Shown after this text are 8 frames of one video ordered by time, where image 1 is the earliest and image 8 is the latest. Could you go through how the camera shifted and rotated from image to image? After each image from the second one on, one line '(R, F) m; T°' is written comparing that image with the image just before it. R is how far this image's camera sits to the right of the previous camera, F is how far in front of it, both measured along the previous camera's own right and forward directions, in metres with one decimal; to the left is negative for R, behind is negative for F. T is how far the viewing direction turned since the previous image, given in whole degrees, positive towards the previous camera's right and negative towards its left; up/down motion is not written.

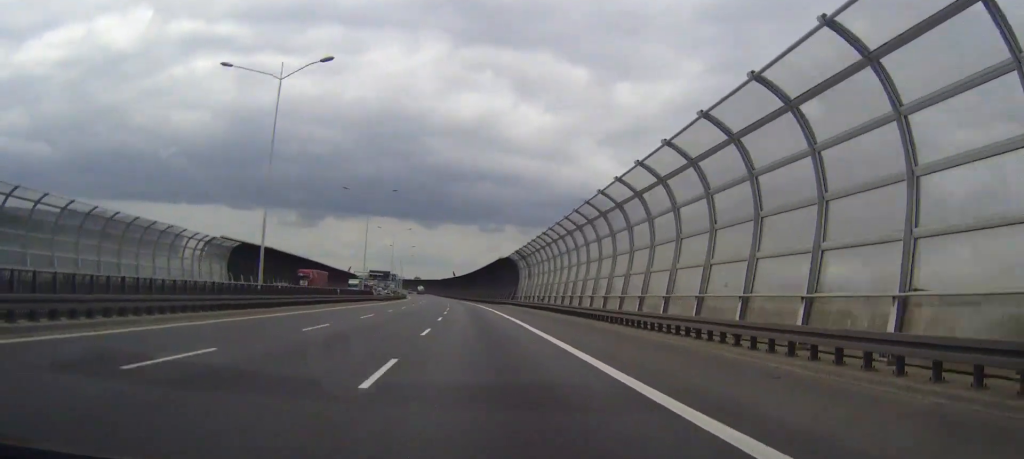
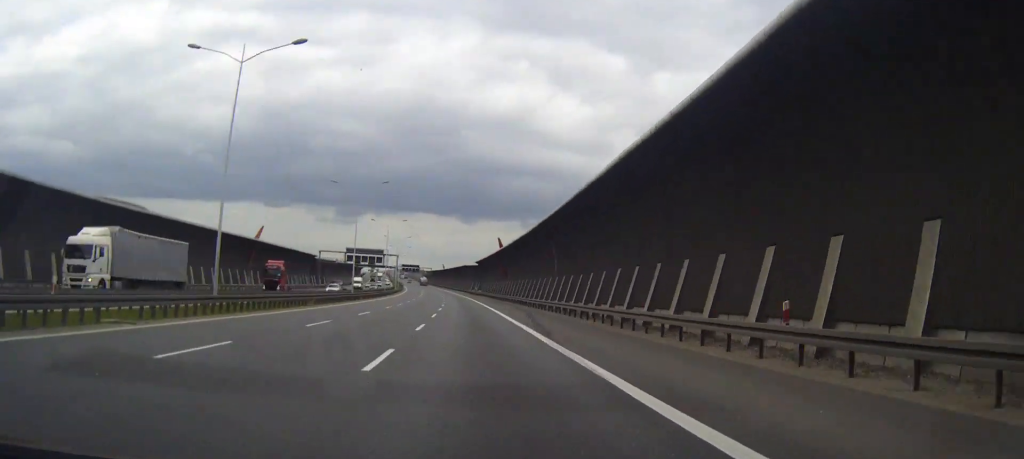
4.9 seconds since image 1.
(-4.3, +141.5) m; -3°
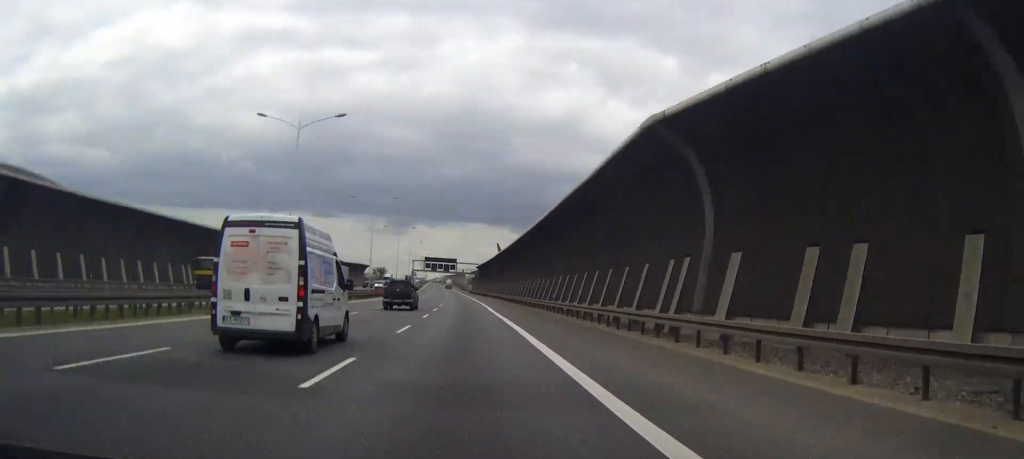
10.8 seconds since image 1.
(-6.2, +169.7) m; -4°
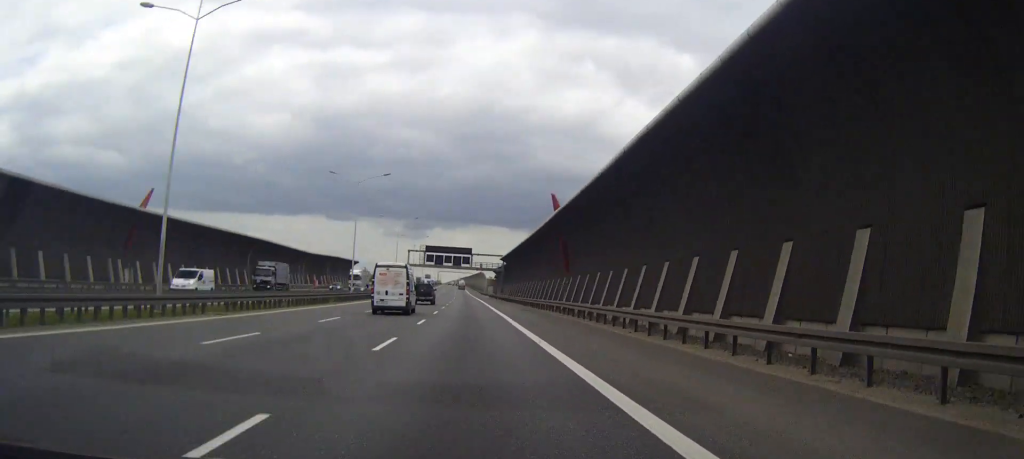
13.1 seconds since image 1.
(-0.7, +66.0) m; -1°
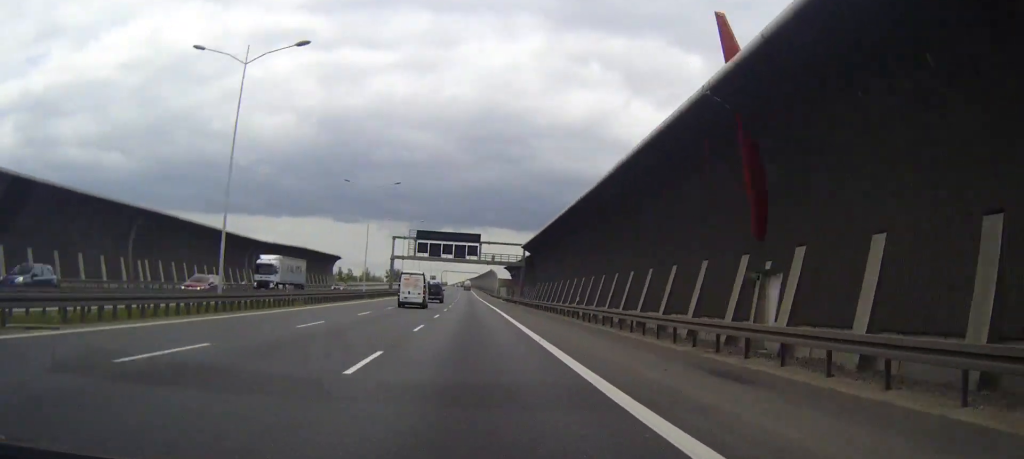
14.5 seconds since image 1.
(-0.3, +40.1) m; 0°
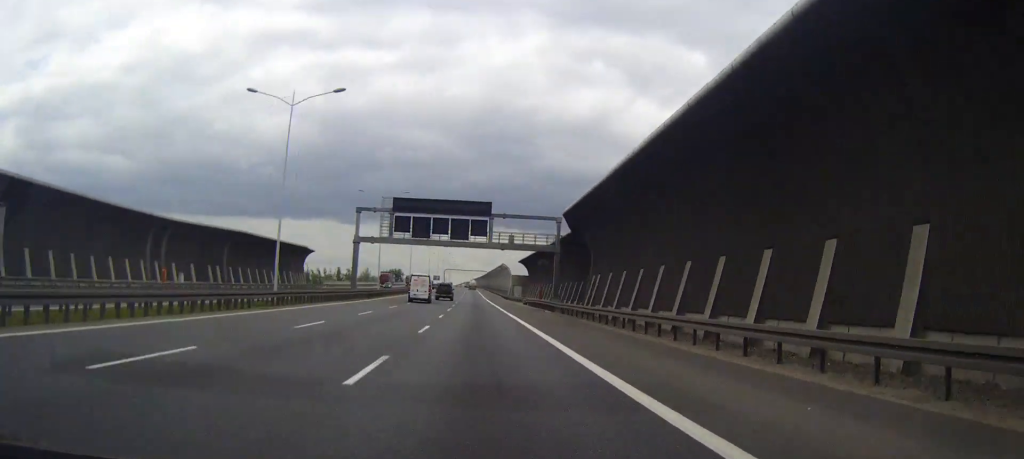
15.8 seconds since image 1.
(-0.1, +37.3) m; 0°
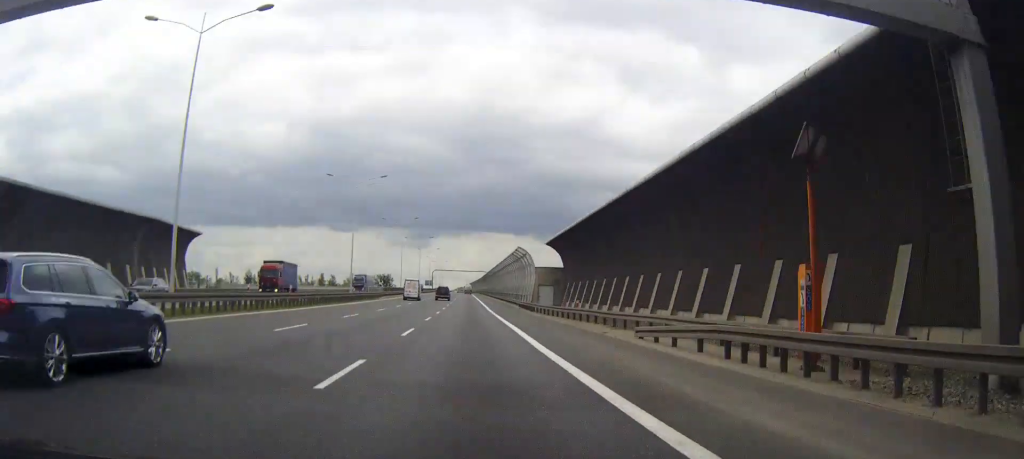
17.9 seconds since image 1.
(+0.1, +60.3) m; 0°
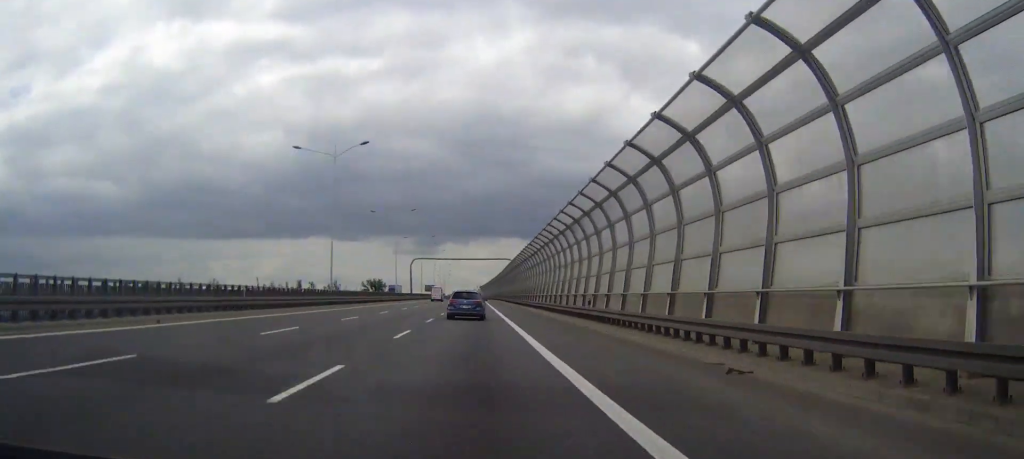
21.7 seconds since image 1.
(-0.5, +109.1) m; 0°
